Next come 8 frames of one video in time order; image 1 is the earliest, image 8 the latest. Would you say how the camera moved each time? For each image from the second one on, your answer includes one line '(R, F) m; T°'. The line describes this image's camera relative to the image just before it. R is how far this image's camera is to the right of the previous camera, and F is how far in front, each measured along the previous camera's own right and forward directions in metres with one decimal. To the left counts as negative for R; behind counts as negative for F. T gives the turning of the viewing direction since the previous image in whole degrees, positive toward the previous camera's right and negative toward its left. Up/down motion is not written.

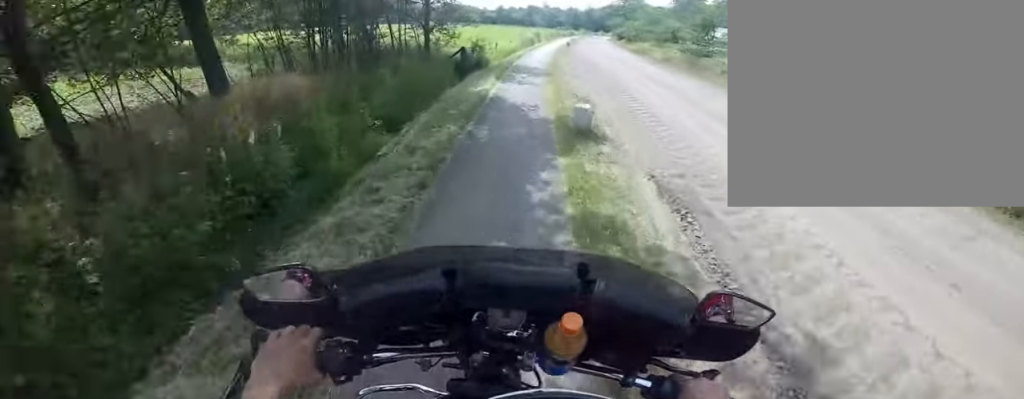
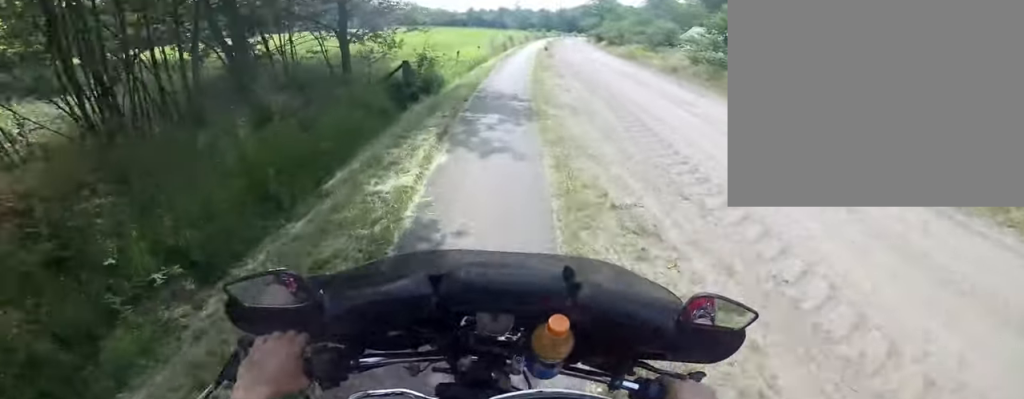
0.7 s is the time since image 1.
(0.0, +5.0) m; 0°
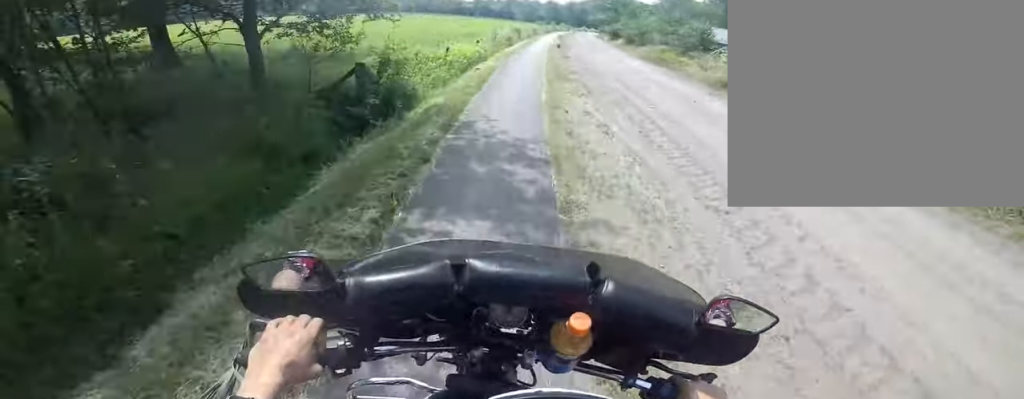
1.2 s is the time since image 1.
(0.0, +3.8) m; 0°
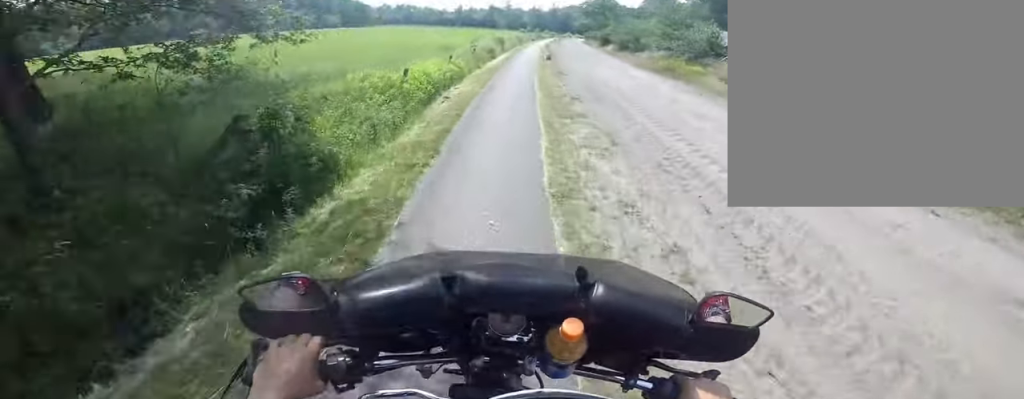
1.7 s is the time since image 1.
(0.0, +3.2) m; 0°
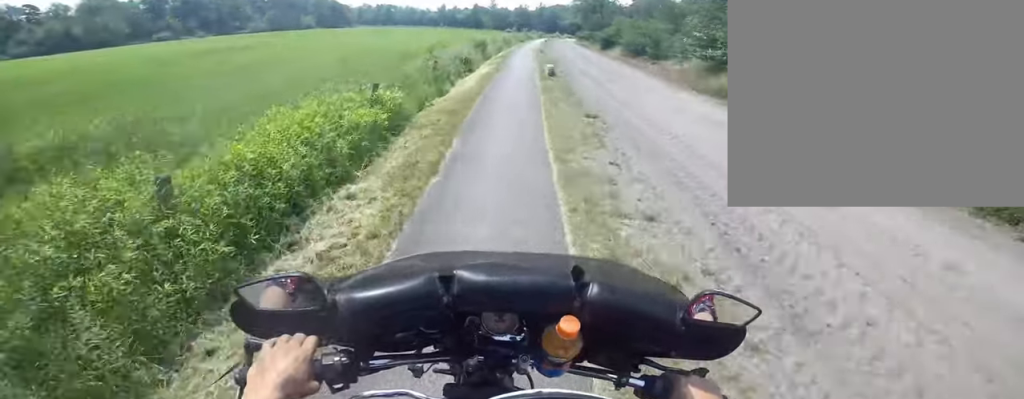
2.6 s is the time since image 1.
(0.0, +6.4) m; 0°
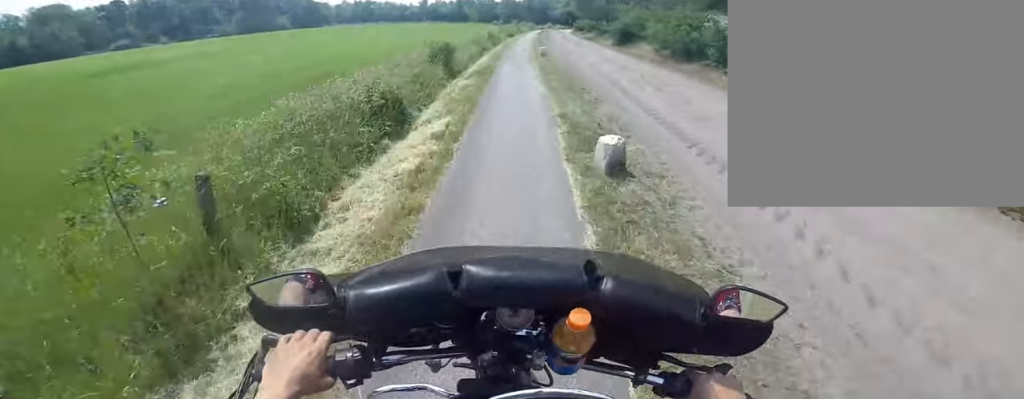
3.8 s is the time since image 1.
(0.0, +8.2) m; 0°
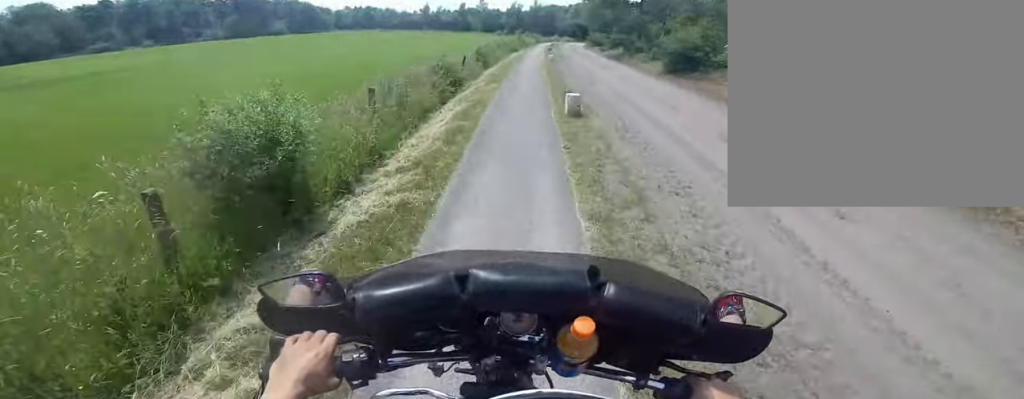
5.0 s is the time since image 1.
(0.0, +8.8) m; 0°
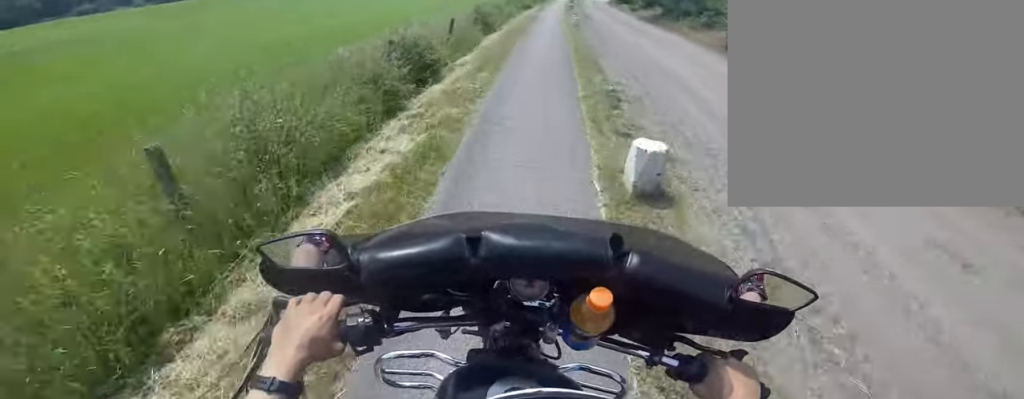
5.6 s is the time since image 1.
(0.0, +4.1) m; +2°
